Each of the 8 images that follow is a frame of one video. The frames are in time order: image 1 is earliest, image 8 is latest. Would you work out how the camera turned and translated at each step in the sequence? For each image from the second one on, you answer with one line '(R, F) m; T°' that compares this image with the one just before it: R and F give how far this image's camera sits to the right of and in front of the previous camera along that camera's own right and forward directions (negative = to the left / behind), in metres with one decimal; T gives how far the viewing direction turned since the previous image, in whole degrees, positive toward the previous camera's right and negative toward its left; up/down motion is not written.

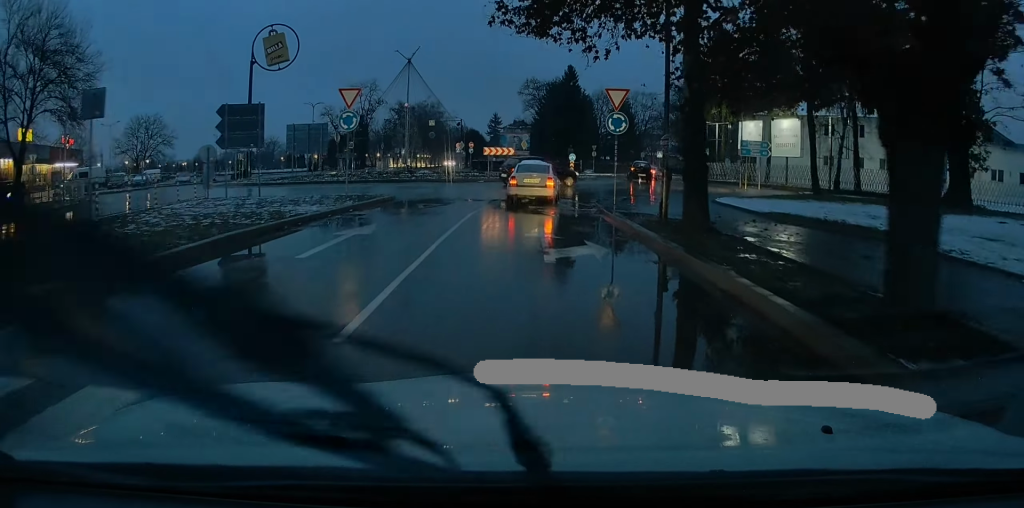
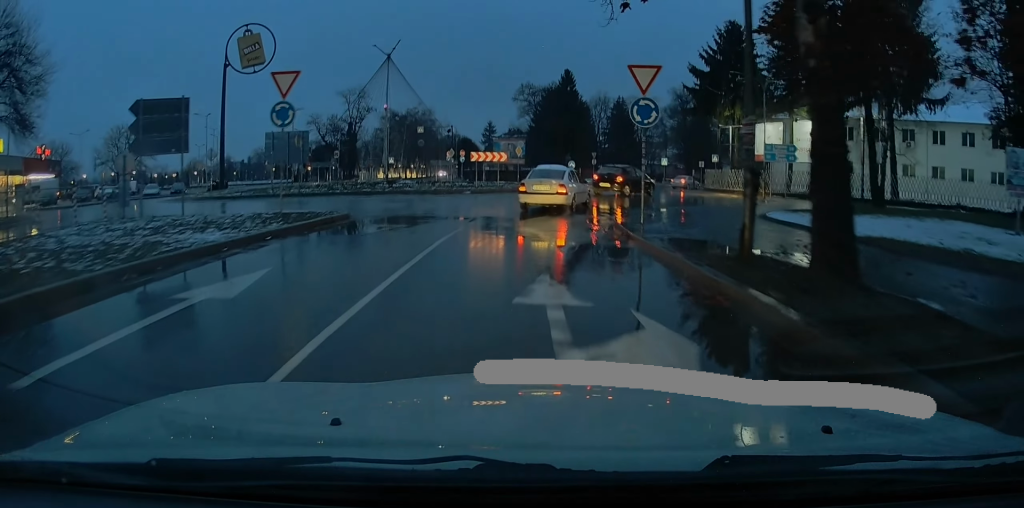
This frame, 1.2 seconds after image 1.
(+0.1, +5.5) m; +2°
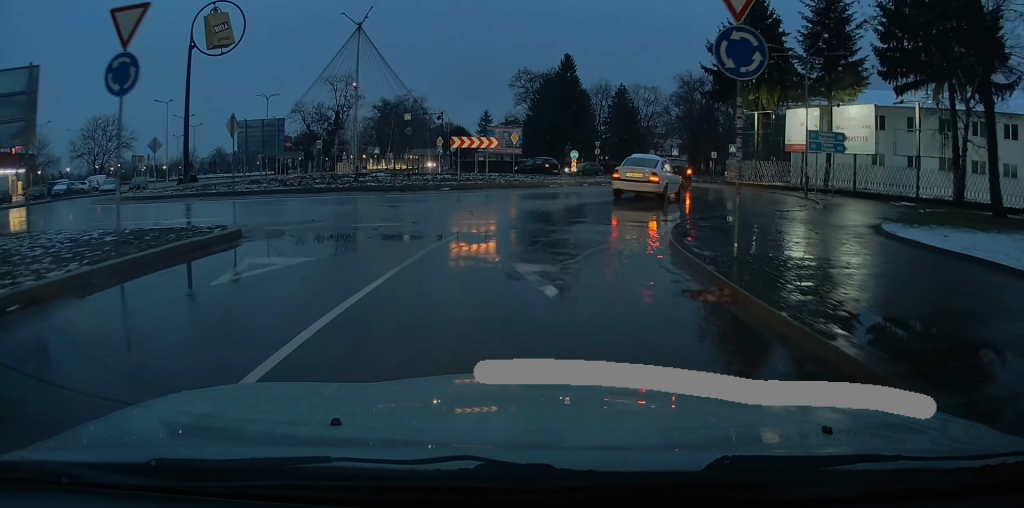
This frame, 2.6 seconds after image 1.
(+0.1, +6.4) m; +2°
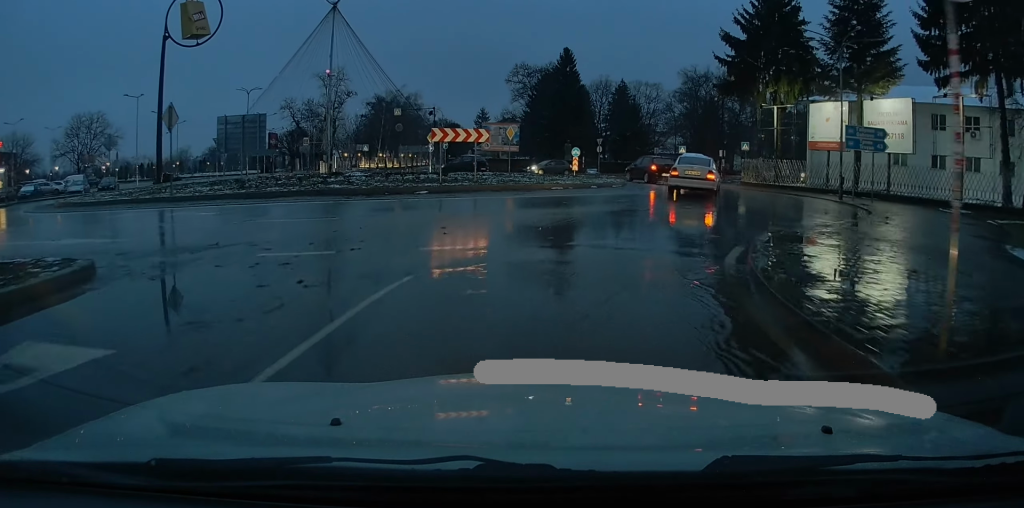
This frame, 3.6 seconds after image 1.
(+0.1, +4.1) m; 0°
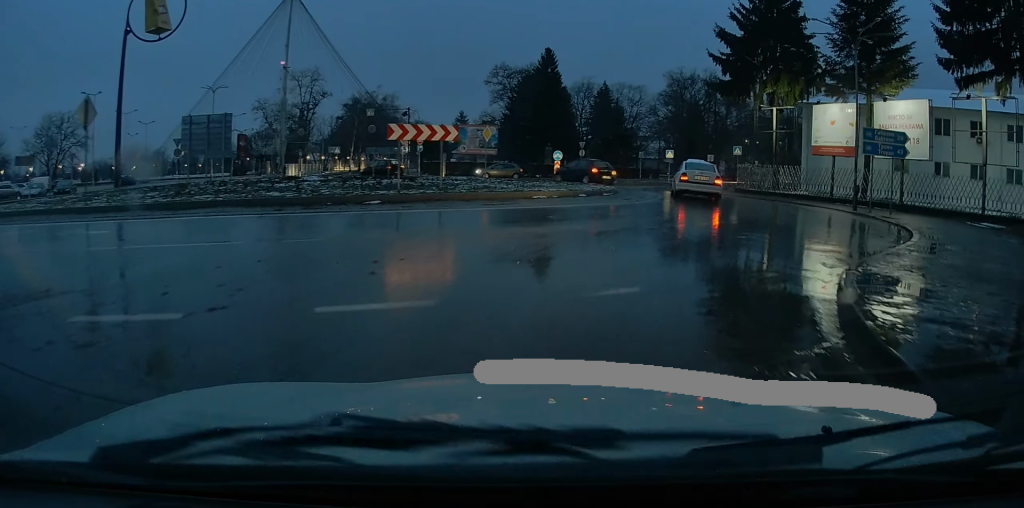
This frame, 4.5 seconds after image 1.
(-0.1, +3.5) m; +4°
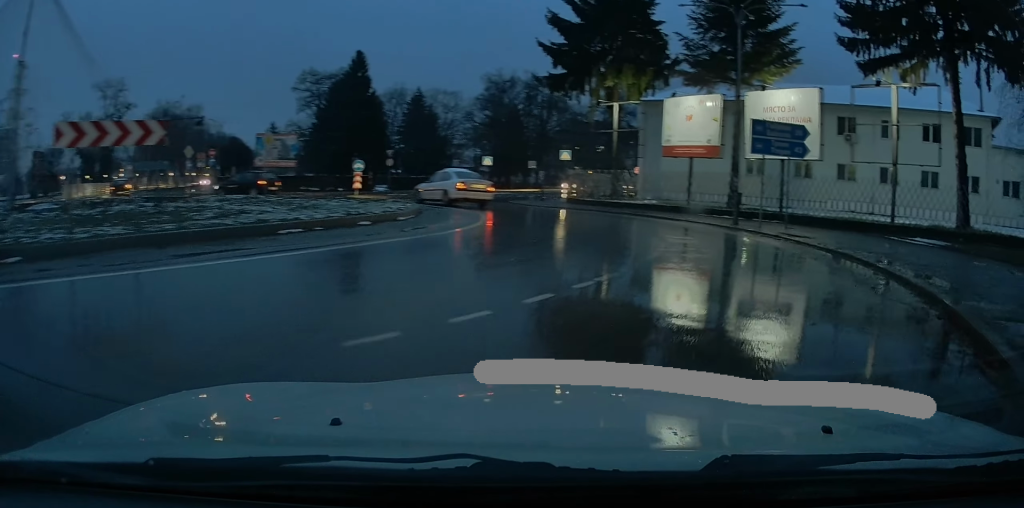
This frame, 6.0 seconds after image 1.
(+1.1, +6.7) m; +19°
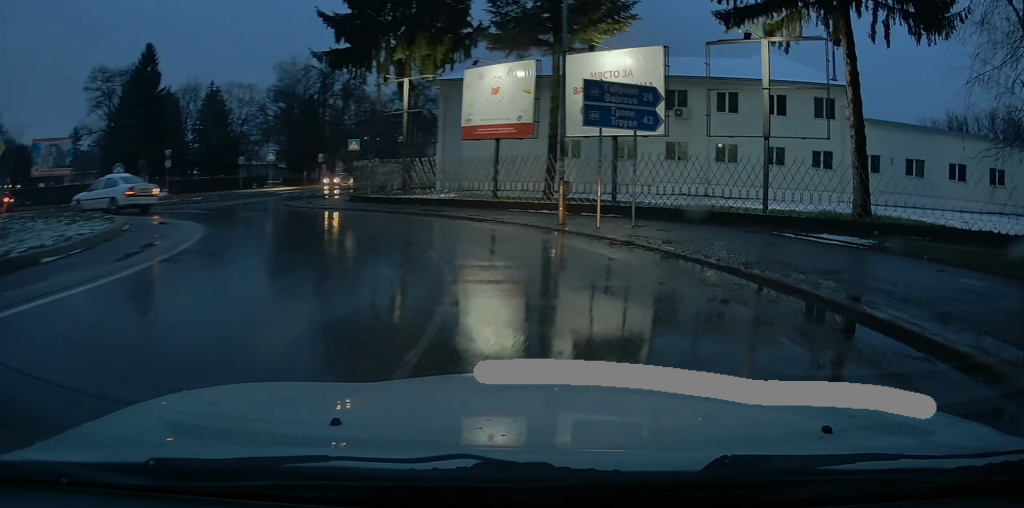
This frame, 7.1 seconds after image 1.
(+0.7, +5.8) m; +8°
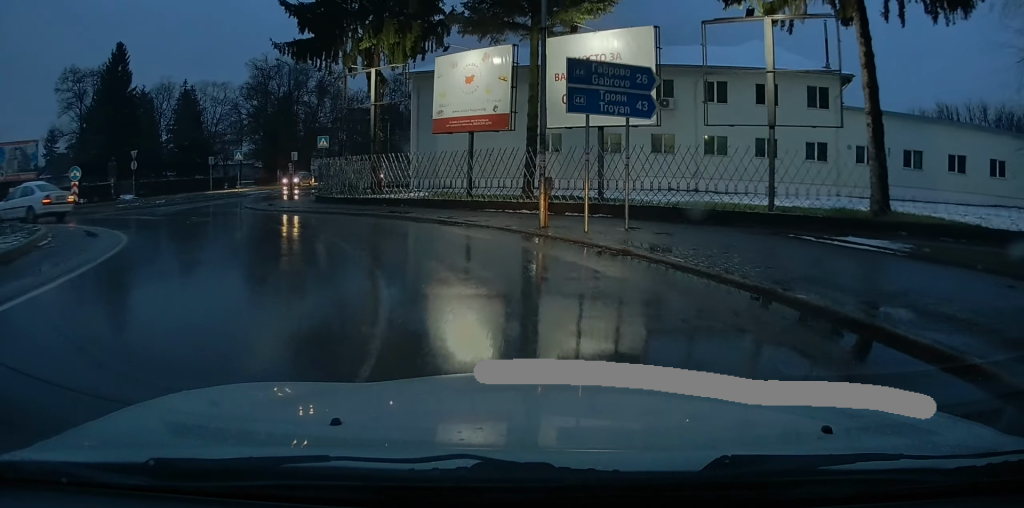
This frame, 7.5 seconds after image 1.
(+0.2, +2.2) m; 0°
